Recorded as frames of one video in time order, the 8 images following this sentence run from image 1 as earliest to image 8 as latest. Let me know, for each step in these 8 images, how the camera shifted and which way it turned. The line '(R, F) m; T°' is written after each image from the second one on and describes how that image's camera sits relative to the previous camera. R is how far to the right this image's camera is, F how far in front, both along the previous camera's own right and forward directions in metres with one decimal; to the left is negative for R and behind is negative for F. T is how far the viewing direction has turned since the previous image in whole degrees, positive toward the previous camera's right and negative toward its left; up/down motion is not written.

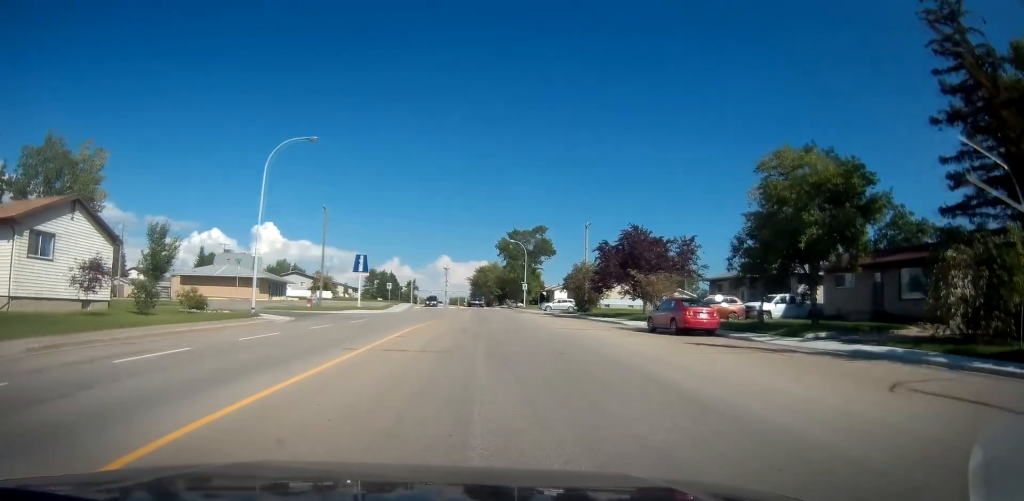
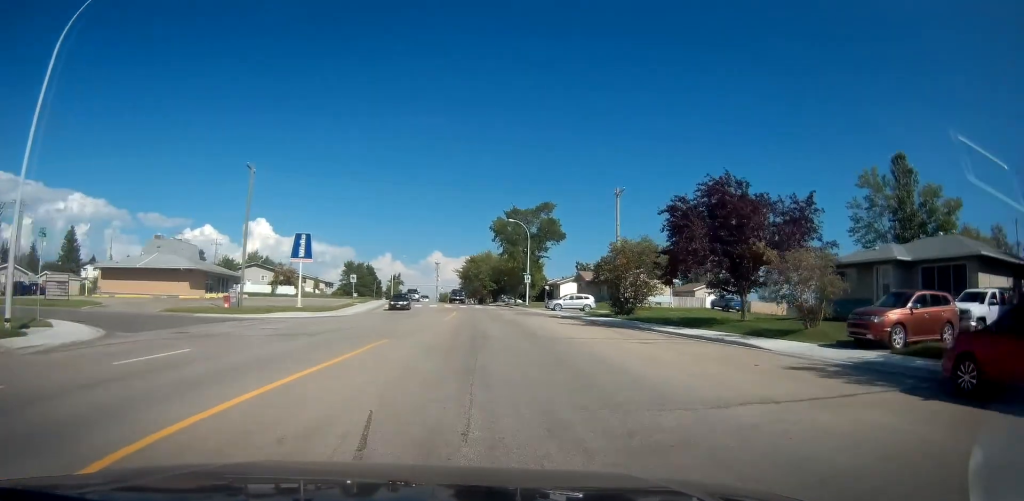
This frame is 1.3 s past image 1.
(+0.4, +17.9) m; +2°
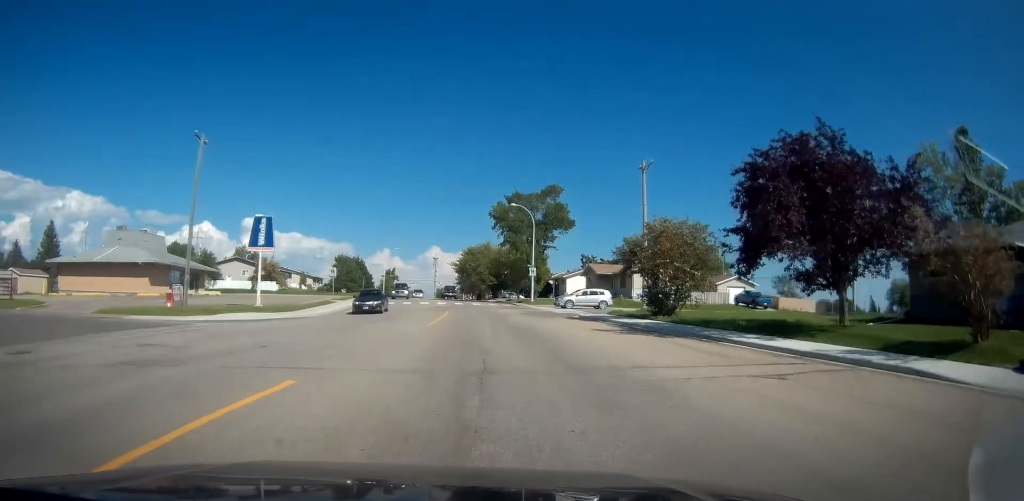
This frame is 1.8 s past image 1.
(+0.1, +8.0) m; 0°
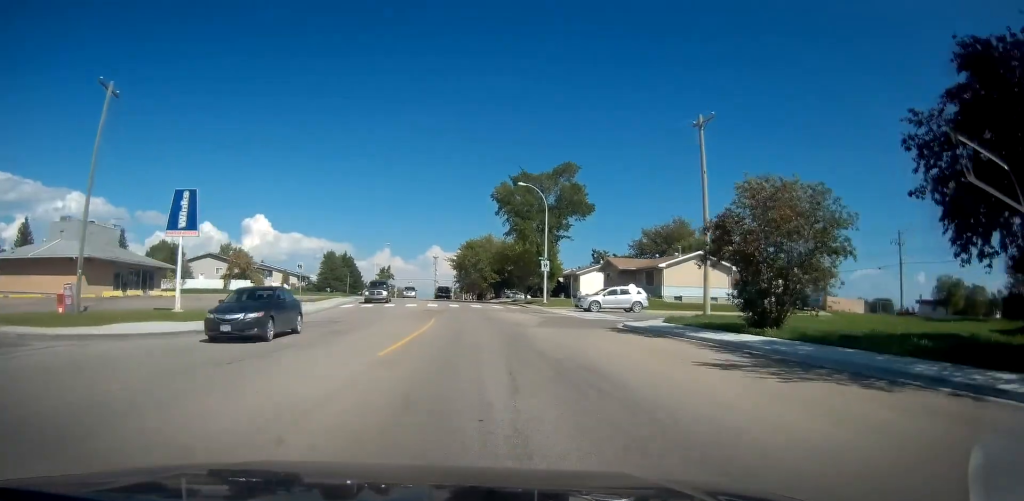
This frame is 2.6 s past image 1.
(+0.1, +10.4) m; -1°
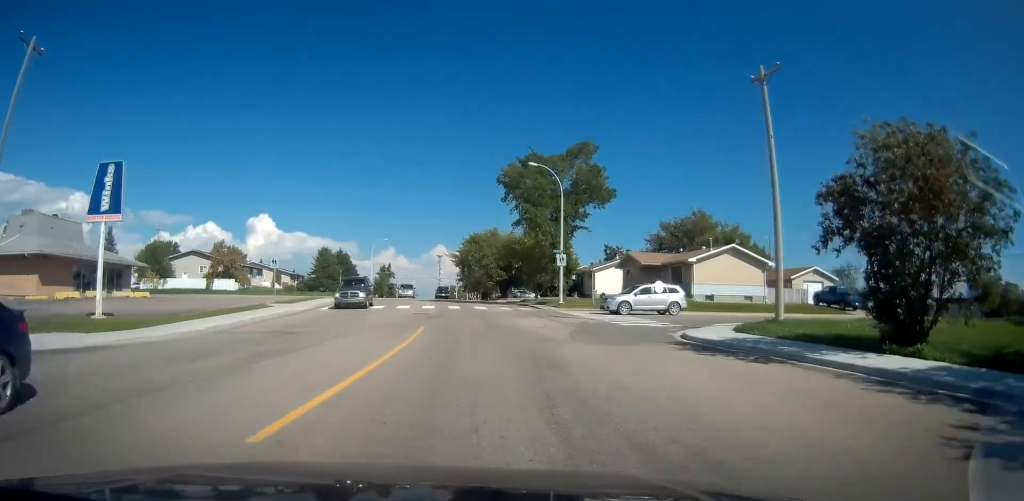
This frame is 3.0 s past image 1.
(-0.2, +6.6) m; -1°
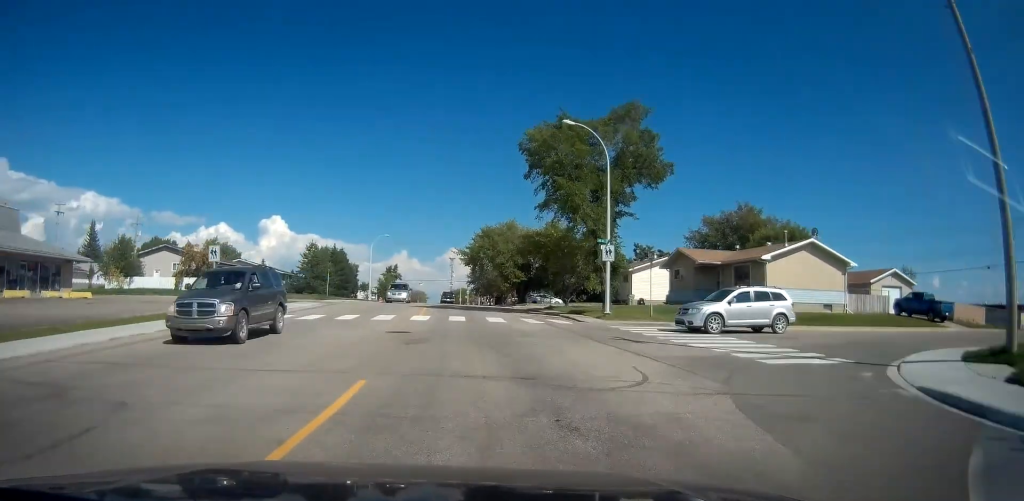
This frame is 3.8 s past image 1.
(-0.2, +10.9) m; -1°
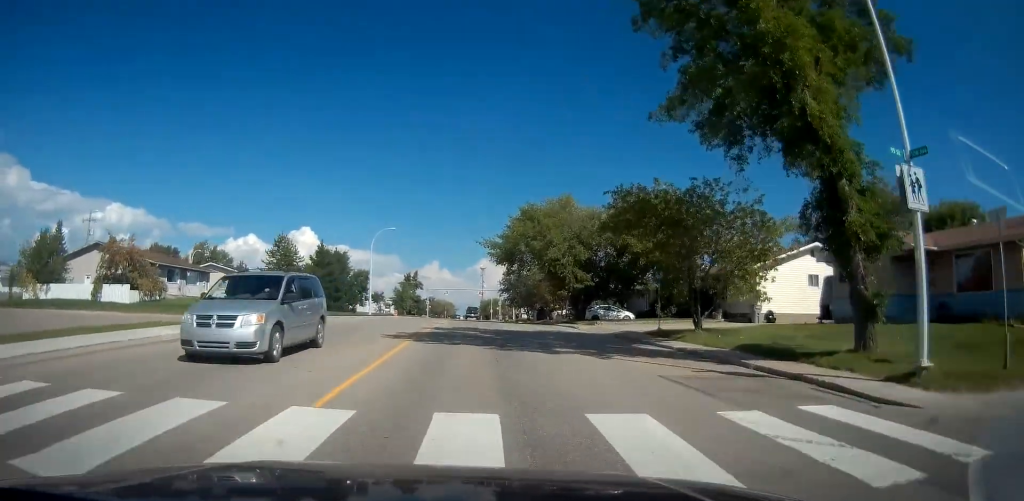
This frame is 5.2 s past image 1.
(0.0, +19.8) m; -1°
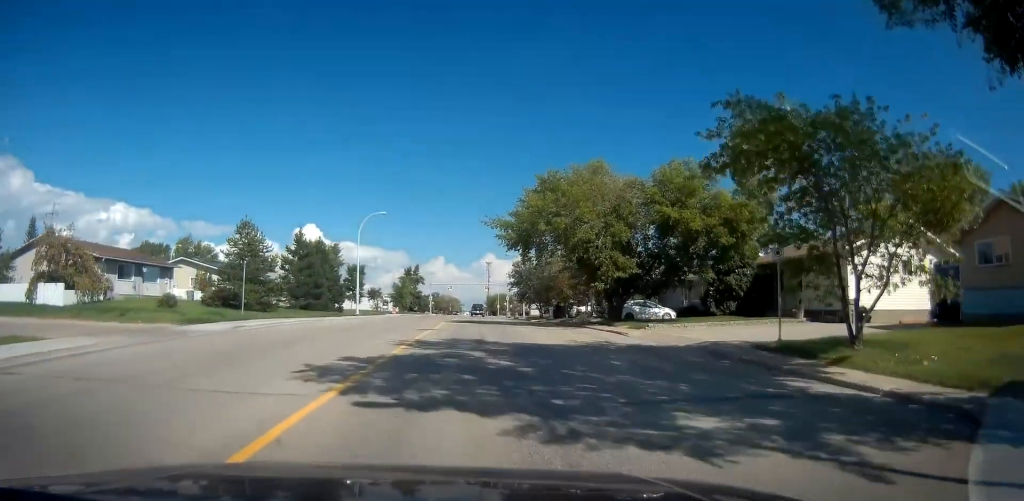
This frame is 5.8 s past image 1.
(0.0, +9.0) m; -1°
